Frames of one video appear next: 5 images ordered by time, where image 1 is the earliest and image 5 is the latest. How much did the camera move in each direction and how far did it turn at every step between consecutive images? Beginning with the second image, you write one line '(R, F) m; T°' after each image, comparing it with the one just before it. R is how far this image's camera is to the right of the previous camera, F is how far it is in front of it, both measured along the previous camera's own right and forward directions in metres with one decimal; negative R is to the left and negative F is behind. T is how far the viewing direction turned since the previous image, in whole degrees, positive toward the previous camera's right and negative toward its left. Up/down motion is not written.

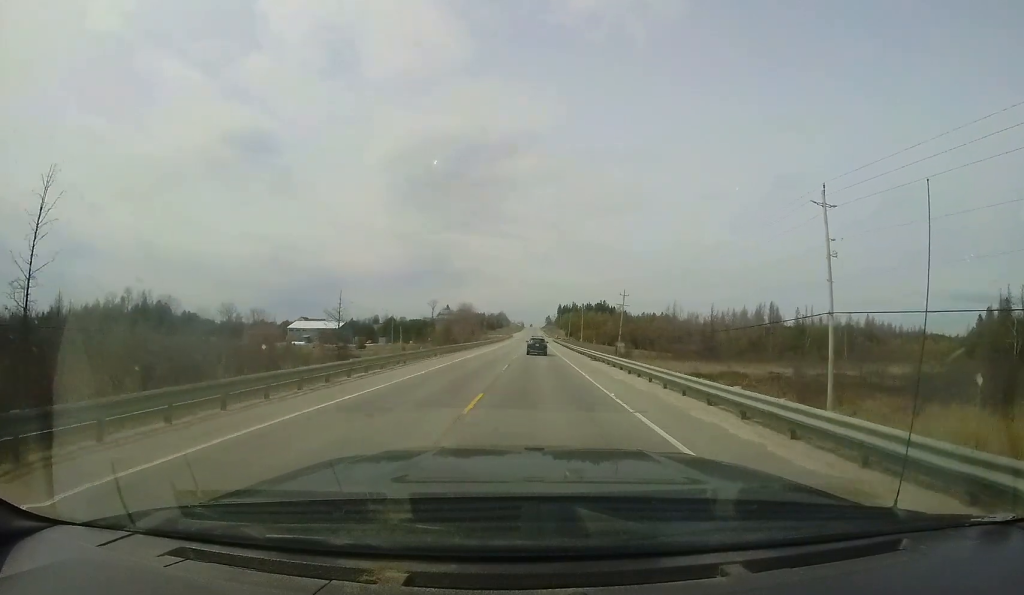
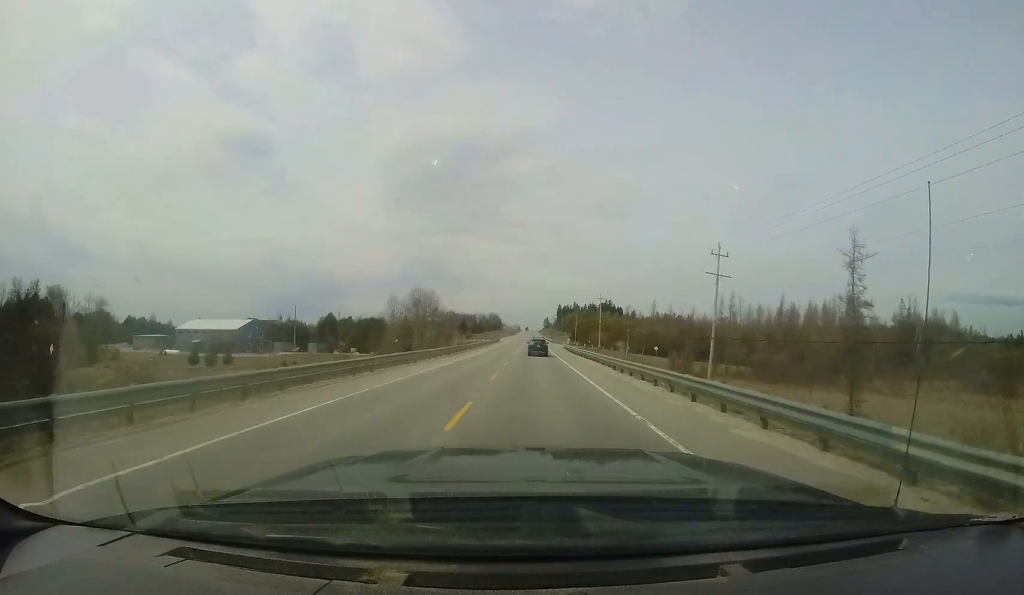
(-0.1, +45.1) m; 0°
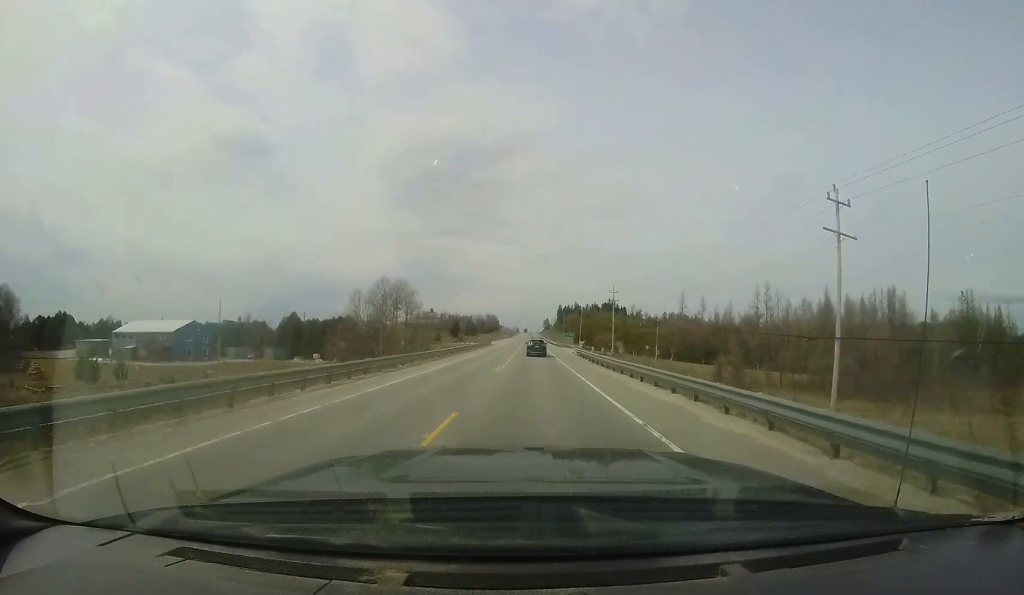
(0.0, +17.6) m; 0°
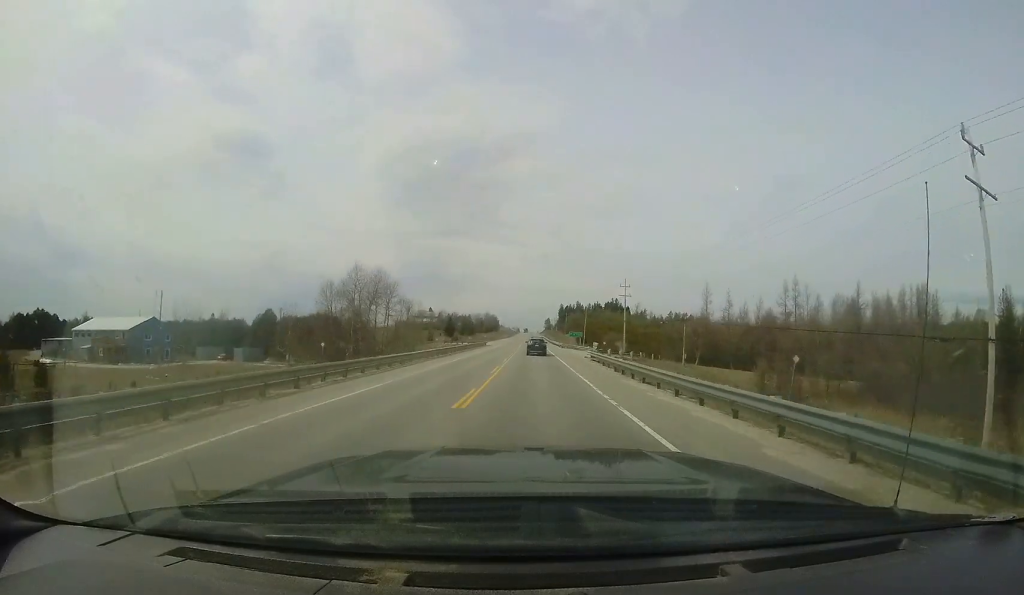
(-0.1, +10.0) m; 0°
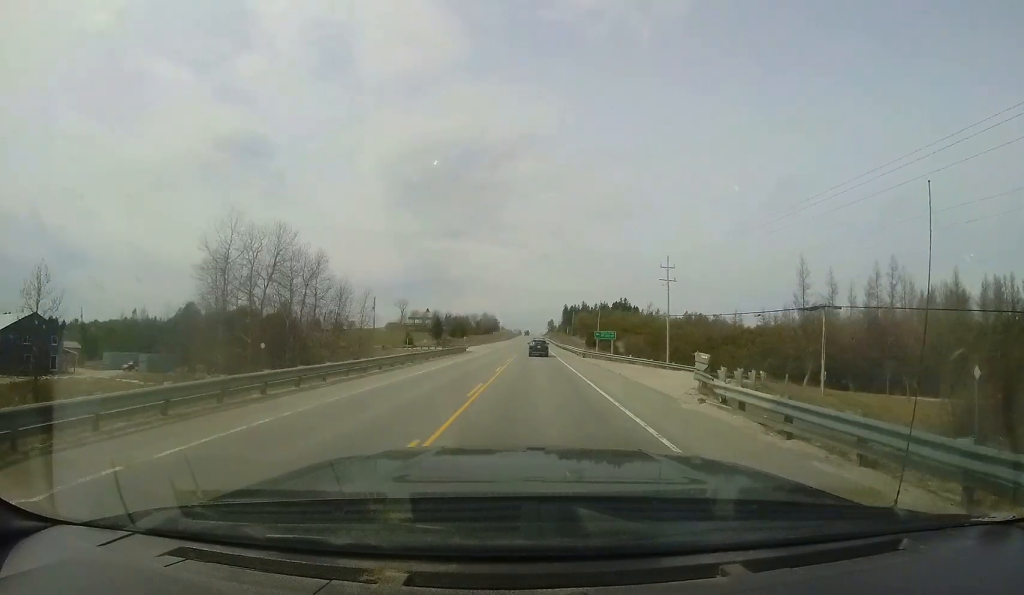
(0.0, +23.1) m; 0°
